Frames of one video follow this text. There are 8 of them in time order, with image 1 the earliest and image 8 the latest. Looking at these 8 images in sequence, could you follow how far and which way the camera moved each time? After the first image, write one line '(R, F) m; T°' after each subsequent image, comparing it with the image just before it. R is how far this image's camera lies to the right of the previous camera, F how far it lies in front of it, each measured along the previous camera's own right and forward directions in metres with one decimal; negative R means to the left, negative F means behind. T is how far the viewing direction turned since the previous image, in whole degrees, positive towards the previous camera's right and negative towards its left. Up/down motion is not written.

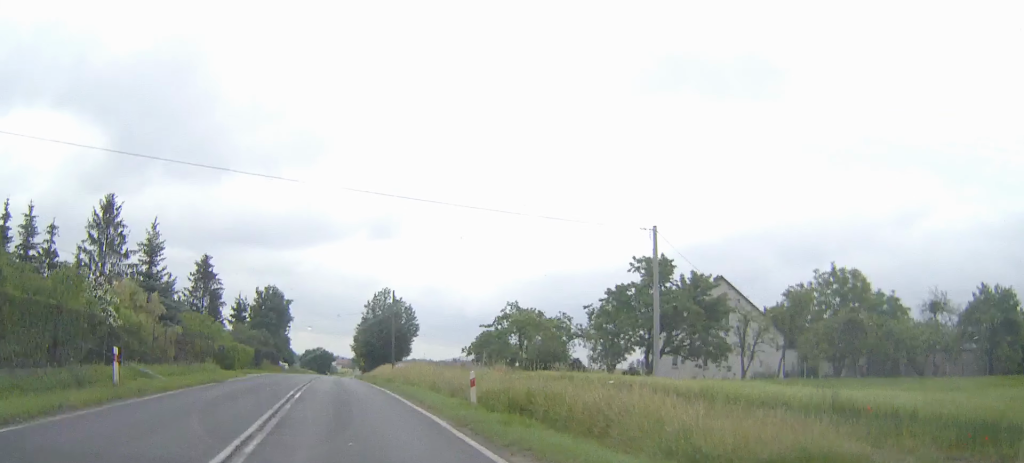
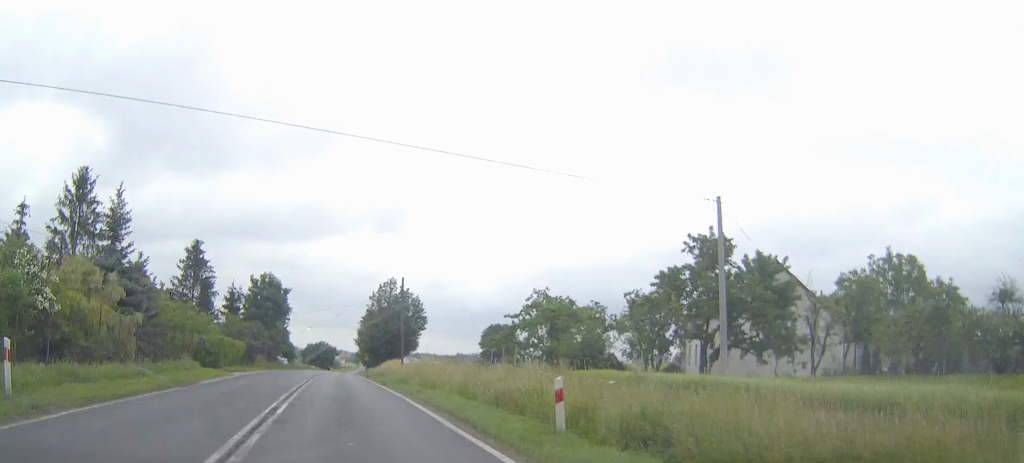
(0.0, +6.9) m; 0°
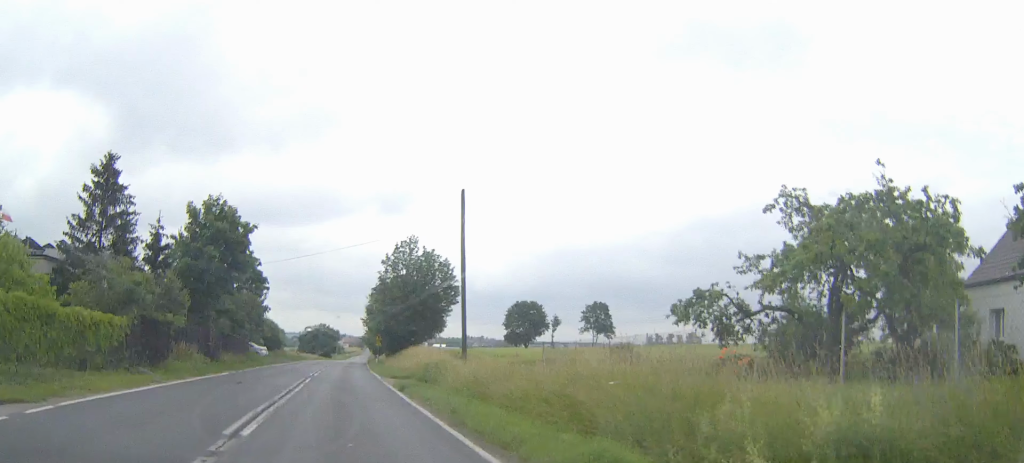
(-0.3, +29.3) m; -1°
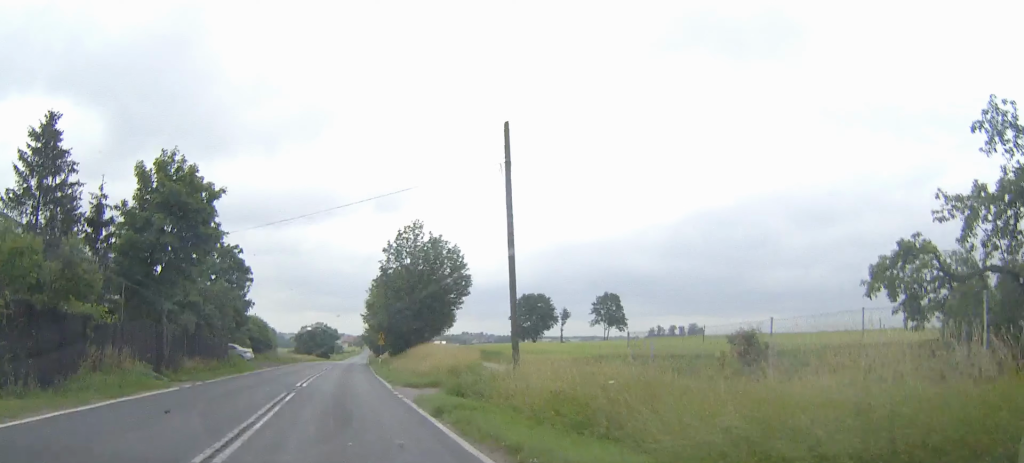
(0.0, +9.4) m; 0°
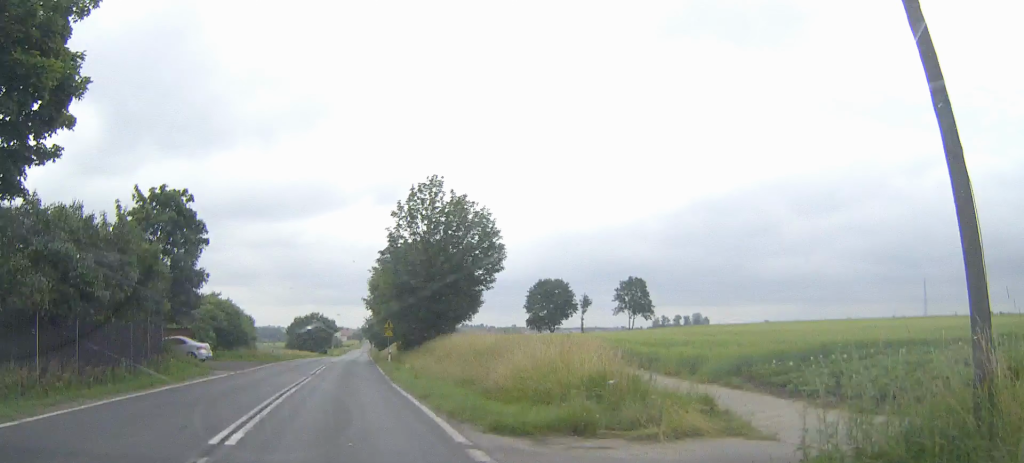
(0.0, +16.8) m; 0°
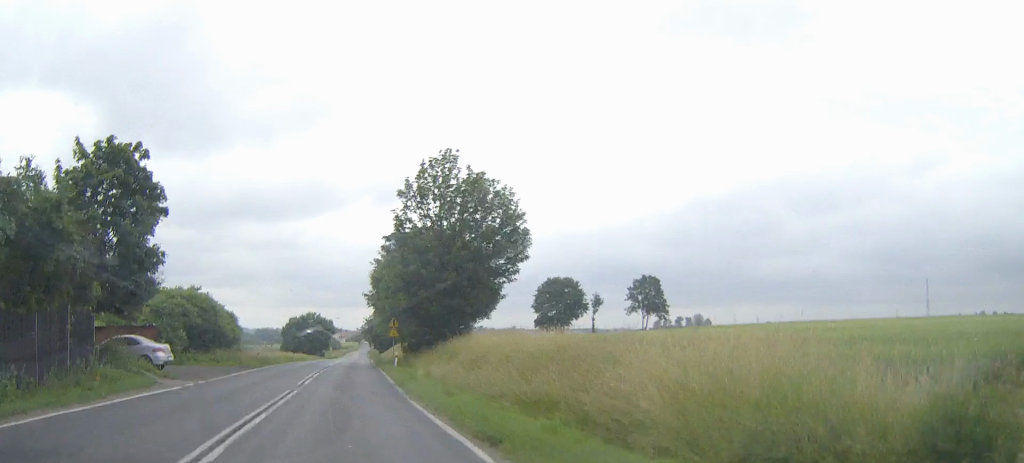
(+0.1, +8.8) m; 0°
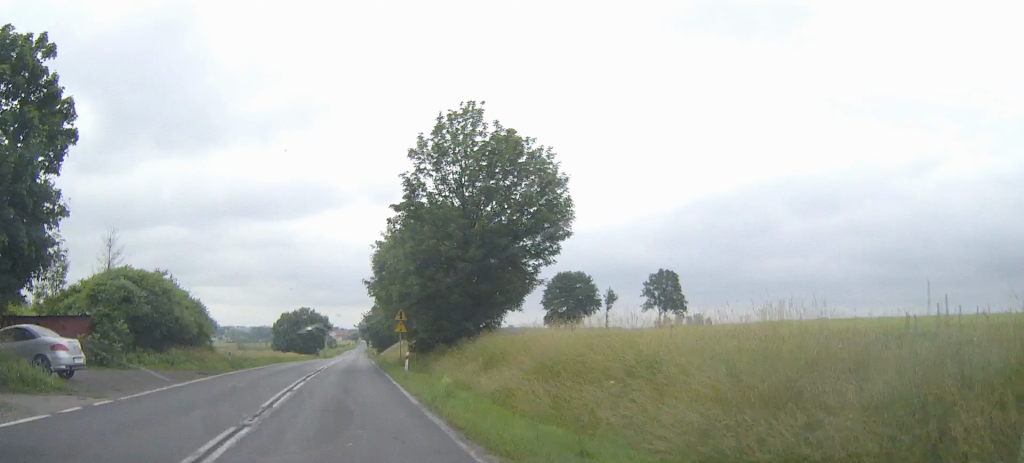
(0.0, +10.2) m; 0°
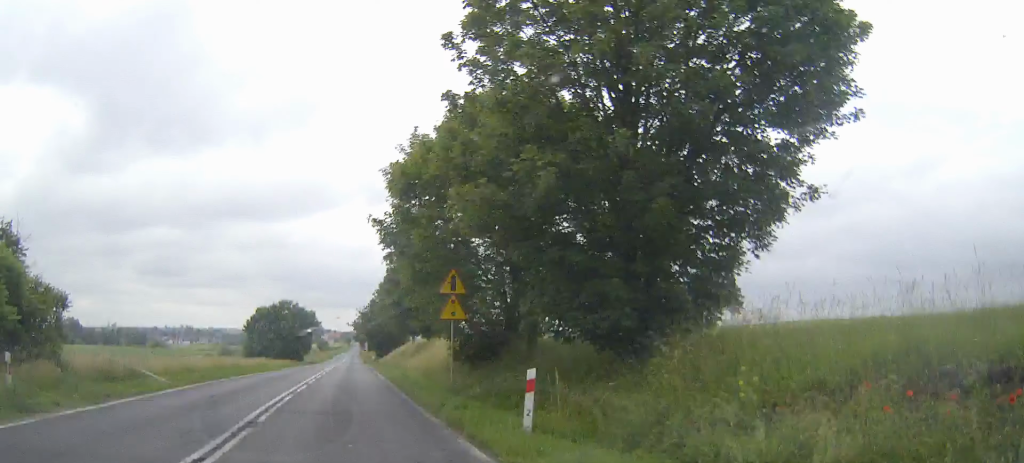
(+0.1, +24.8) m; 0°
